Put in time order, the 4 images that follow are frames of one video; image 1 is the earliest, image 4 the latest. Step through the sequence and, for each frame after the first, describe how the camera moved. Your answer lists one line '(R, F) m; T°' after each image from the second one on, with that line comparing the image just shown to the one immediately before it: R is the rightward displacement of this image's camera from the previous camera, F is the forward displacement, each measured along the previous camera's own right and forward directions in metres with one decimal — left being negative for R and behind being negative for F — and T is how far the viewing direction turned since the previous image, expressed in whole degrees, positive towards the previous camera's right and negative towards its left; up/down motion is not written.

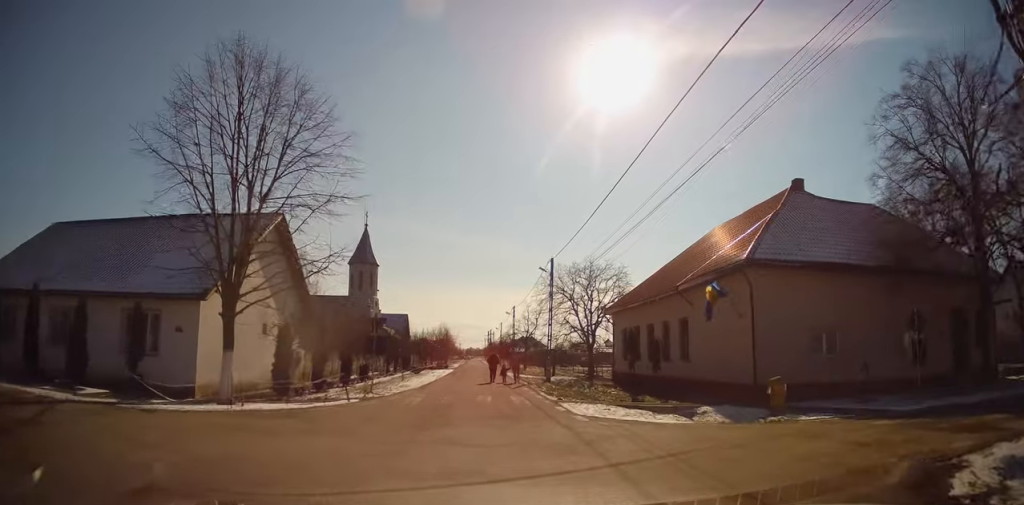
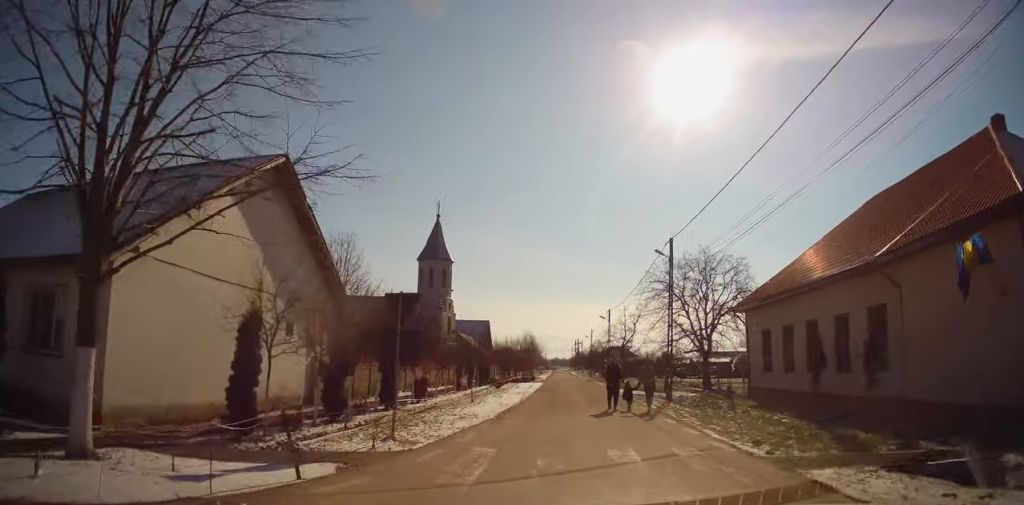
(-0.3, +10.8) m; -3°
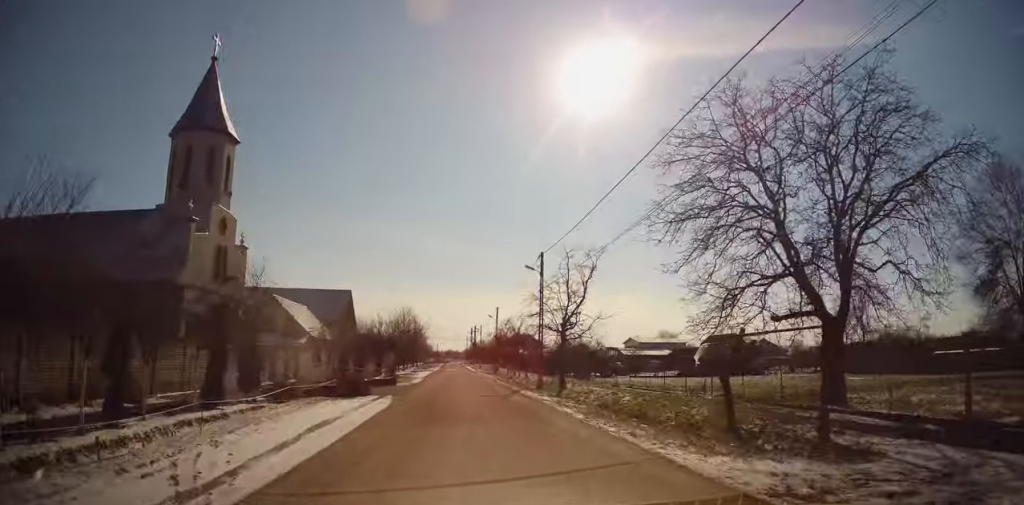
(+1.1, +24.2) m; +7°
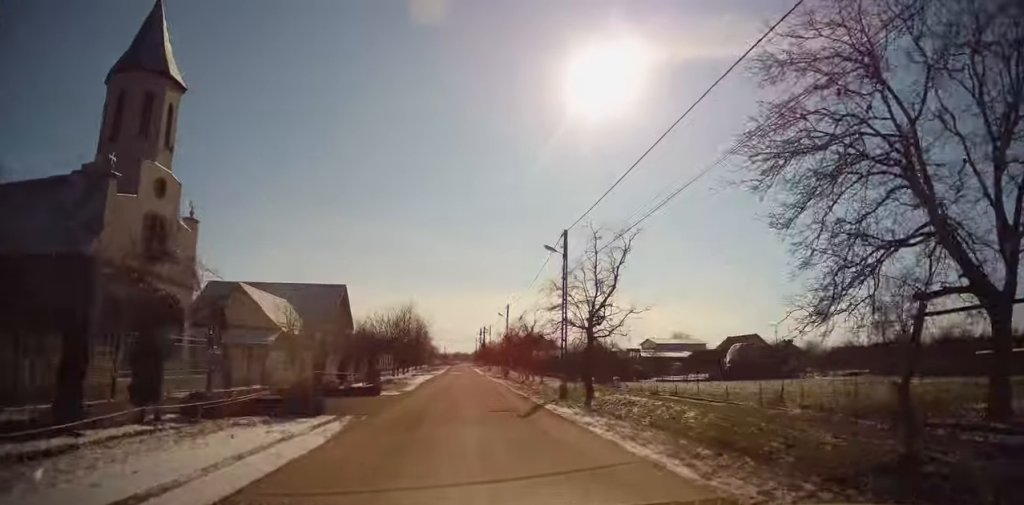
(0.0, +6.0) m; 0°
